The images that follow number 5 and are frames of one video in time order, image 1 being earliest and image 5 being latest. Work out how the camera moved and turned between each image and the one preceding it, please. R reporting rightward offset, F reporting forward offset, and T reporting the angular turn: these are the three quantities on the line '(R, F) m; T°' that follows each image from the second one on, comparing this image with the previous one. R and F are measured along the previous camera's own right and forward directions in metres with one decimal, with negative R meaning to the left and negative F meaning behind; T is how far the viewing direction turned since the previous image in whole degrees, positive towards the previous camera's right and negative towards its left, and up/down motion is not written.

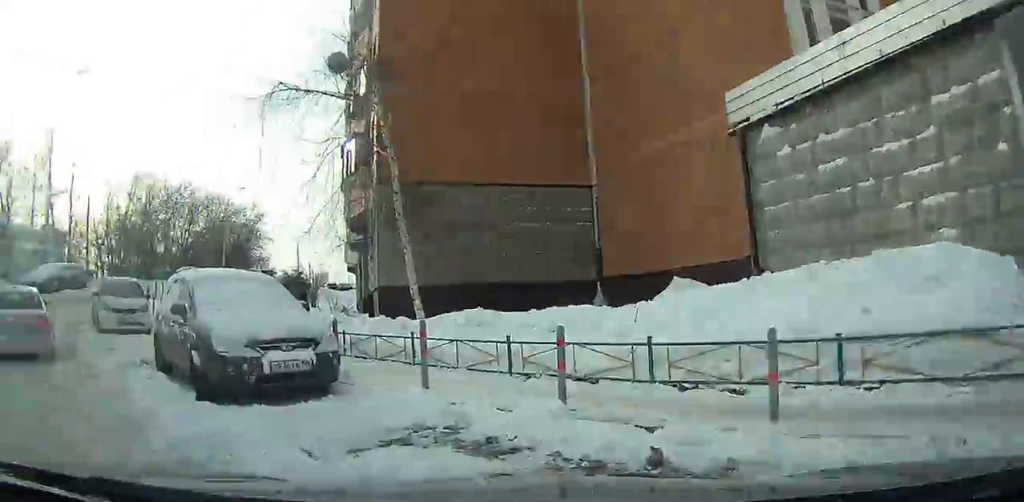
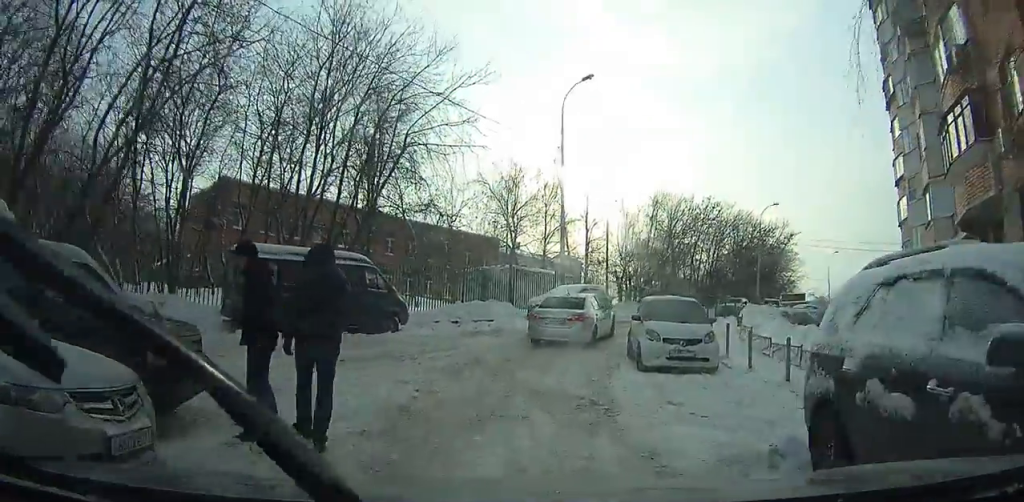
(-1.3, +2.3) m; -48°
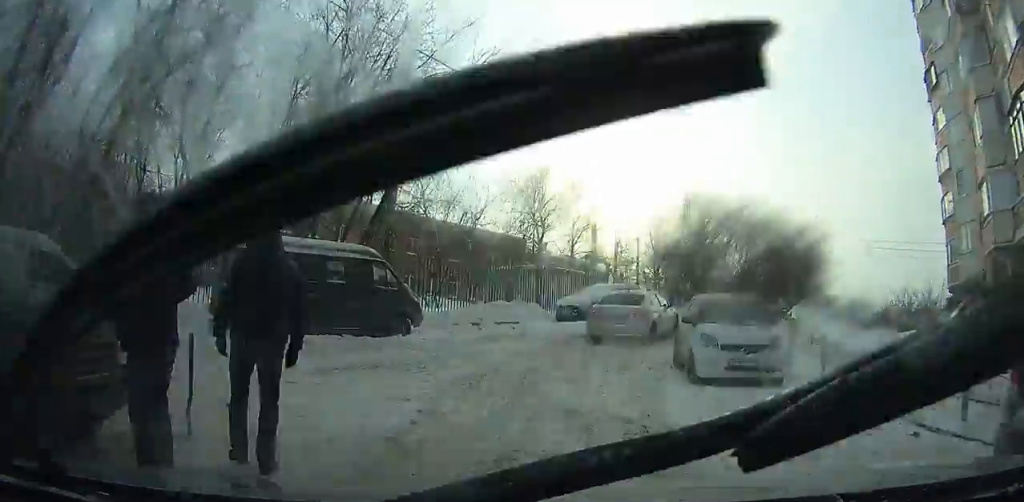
(-0.3, +0.9) m; -5°
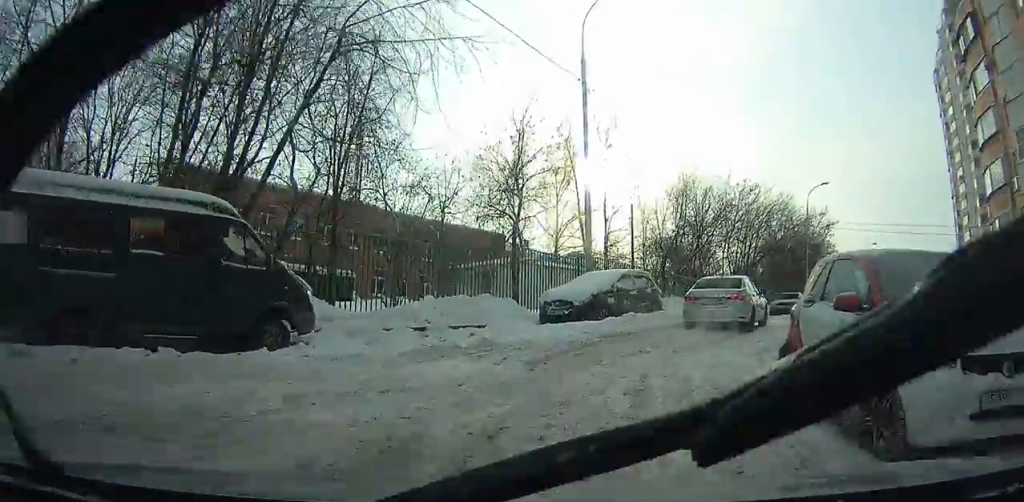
(+0.5, +2.3) m; +14°
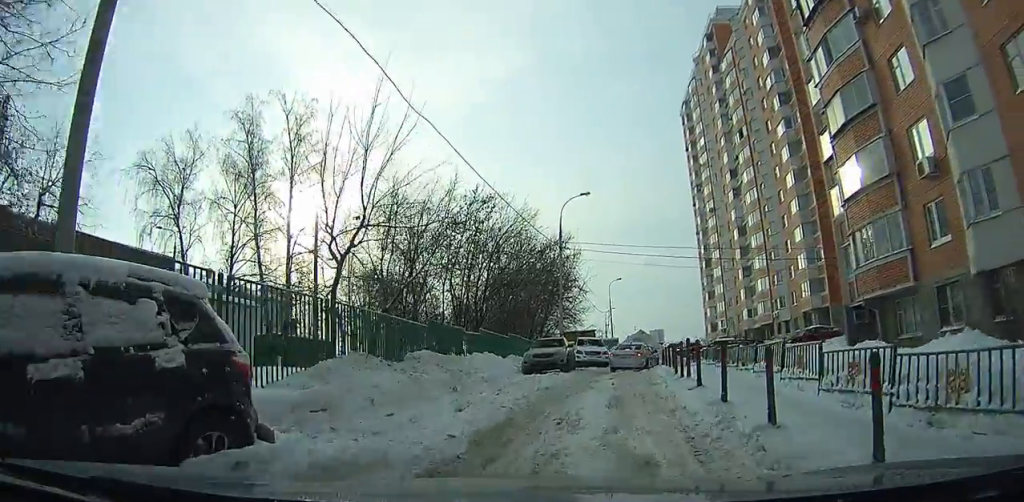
(-1.3, +9.3) m; -4°
